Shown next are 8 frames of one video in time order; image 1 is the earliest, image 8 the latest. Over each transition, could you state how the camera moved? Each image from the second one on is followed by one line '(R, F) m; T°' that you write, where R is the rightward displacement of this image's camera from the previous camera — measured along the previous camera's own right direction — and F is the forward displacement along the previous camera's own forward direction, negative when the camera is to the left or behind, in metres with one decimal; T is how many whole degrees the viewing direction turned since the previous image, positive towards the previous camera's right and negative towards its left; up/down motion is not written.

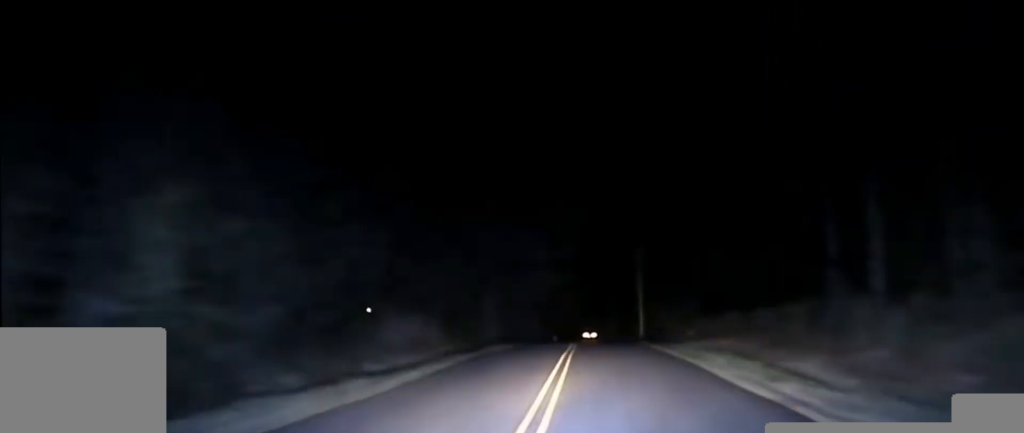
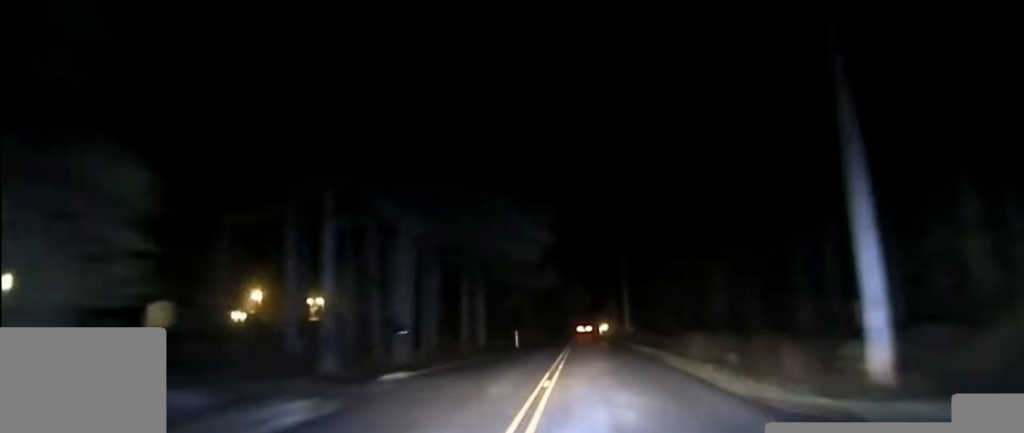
(+0.6, +72.2) m; +1°
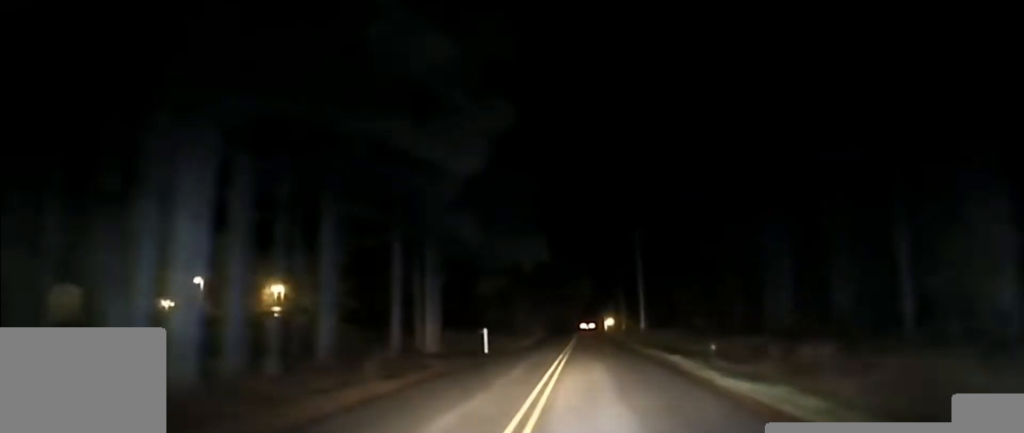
(+0.1, +27.6) m; 0°
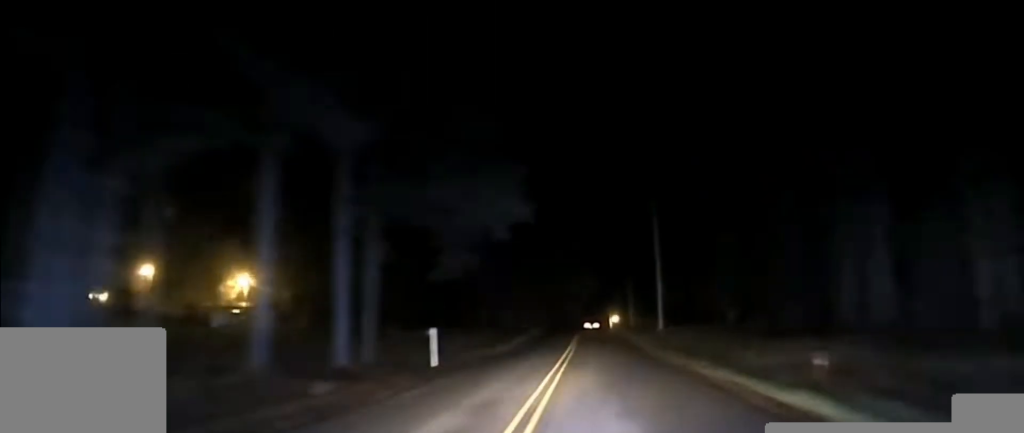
(0.0, +21.0) m; 0°
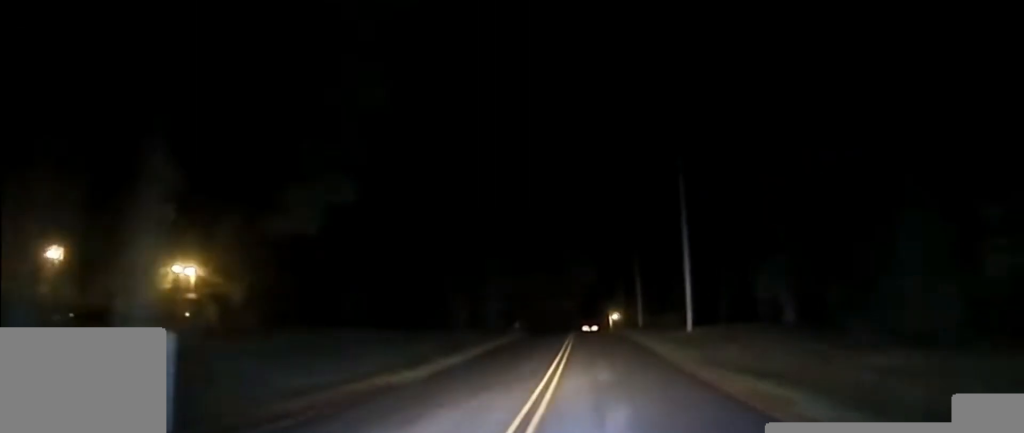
(+0.1, +20.4) m; 0°
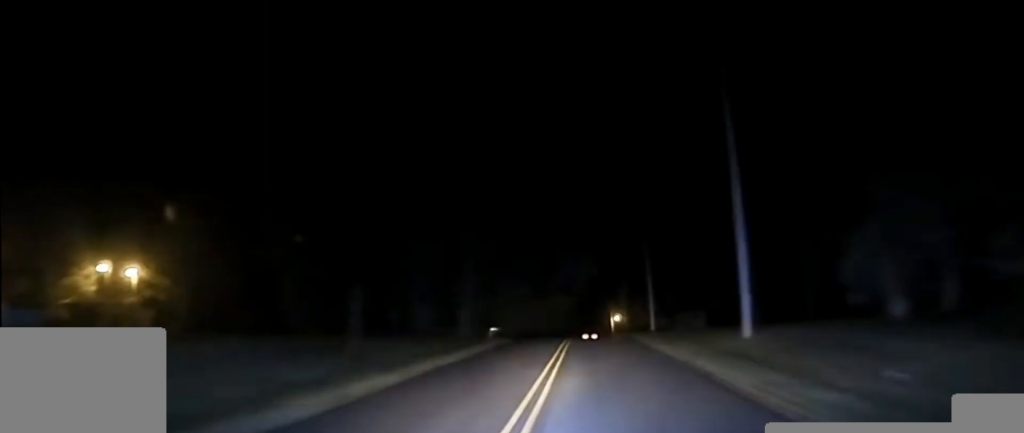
(+0.1, +20.4) m; 0°
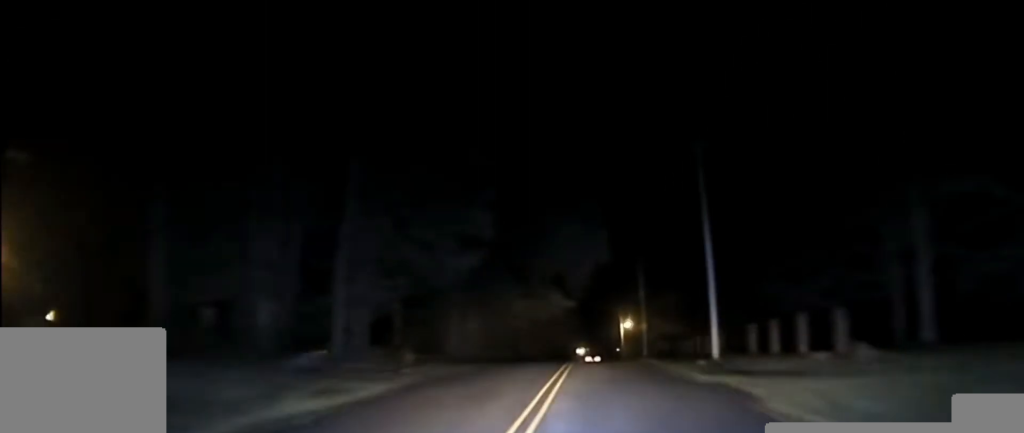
(-0.2, +32.5) m; 0°
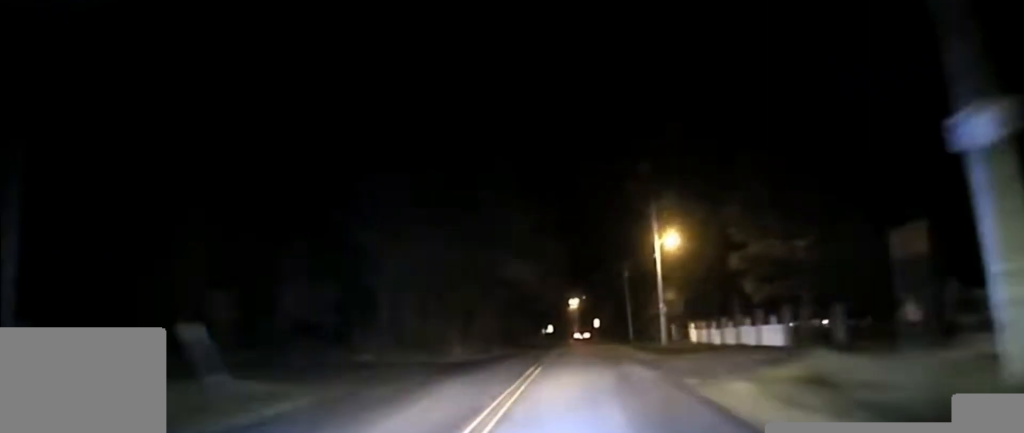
(-0.2, +75.0) m; -1°
